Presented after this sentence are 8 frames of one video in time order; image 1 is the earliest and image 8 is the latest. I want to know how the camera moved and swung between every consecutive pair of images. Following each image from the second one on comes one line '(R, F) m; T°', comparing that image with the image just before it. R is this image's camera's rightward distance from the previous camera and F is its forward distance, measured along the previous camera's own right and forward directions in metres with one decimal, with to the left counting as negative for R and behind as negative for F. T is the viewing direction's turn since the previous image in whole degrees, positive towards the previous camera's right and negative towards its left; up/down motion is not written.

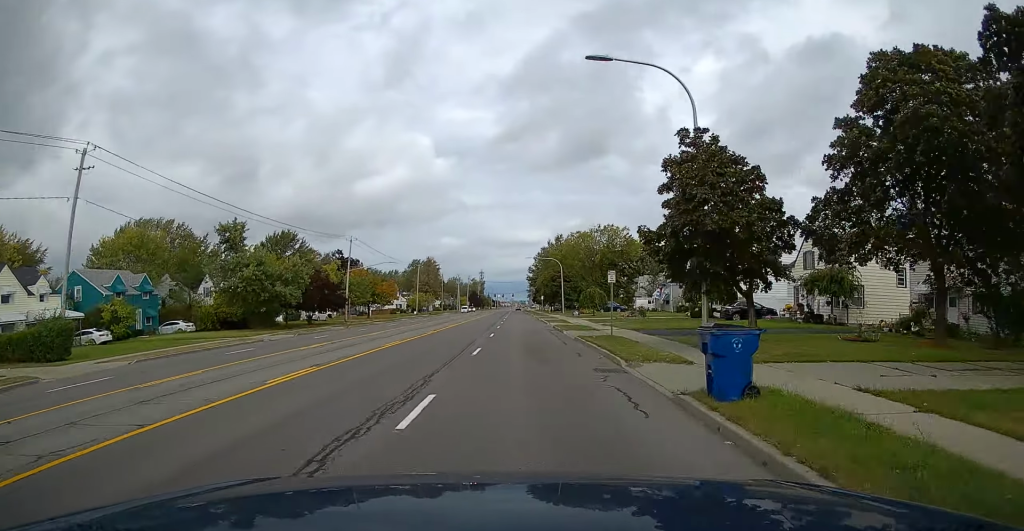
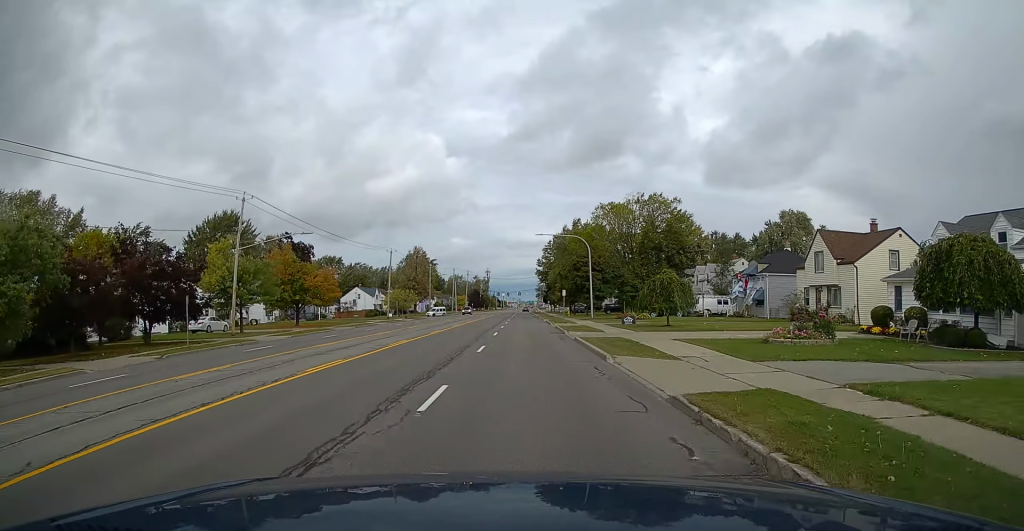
(-0.3, +35.0) m; -1°
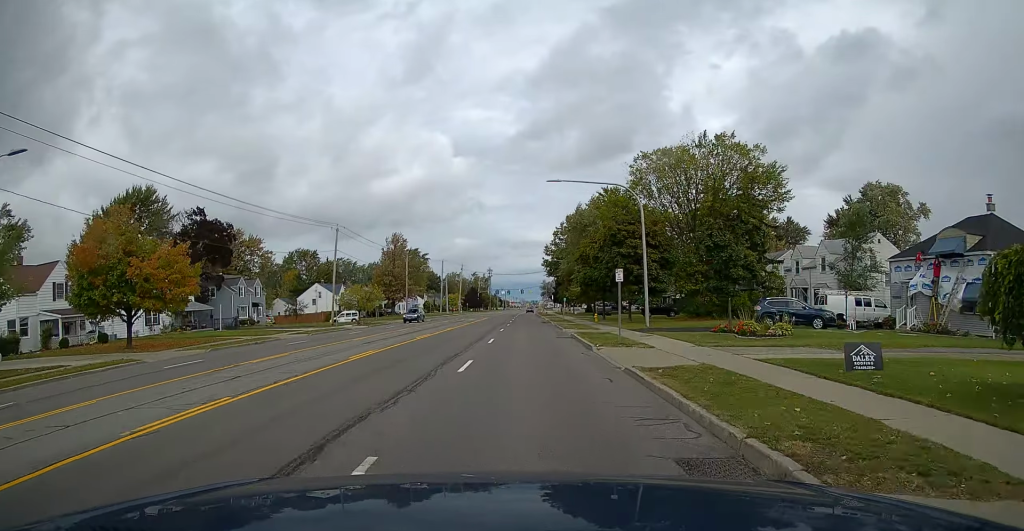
(+0.1, +31.5) m; 0°
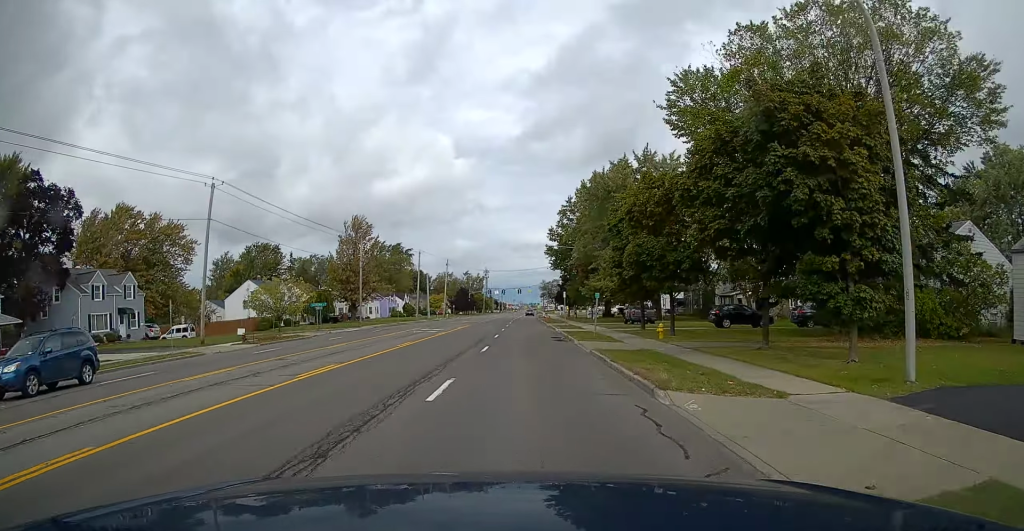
(-0.1, +30.2) m; 0°
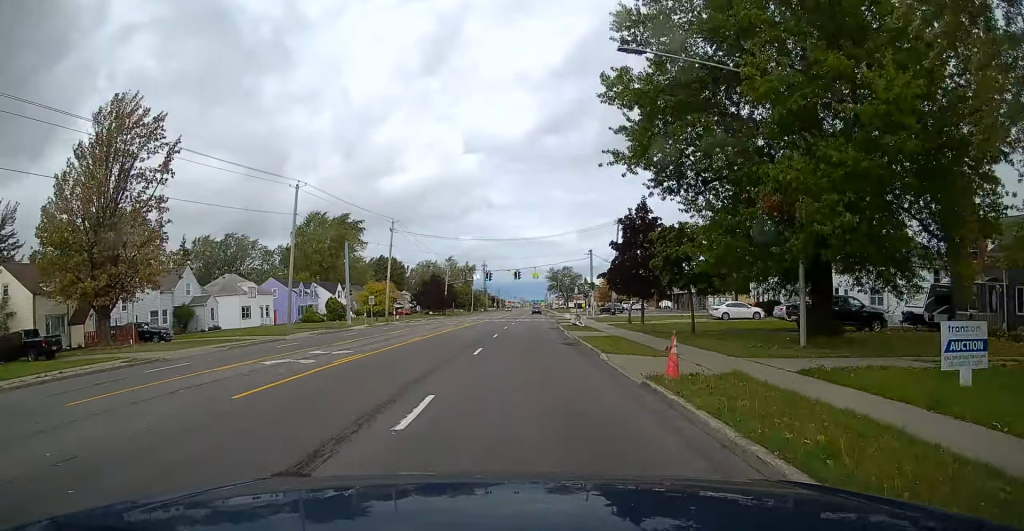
(-0.2, +63.8) m; +1°
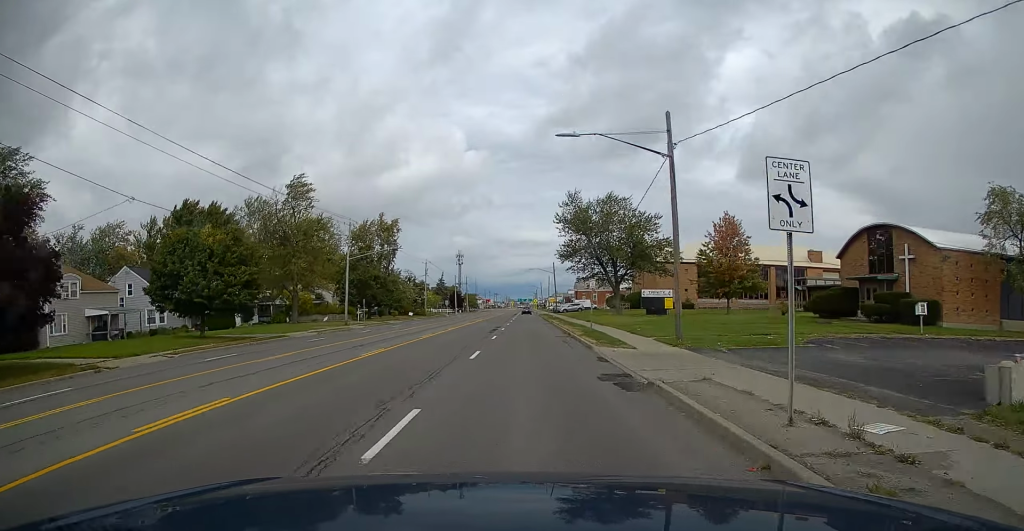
(+1.9, +125.4) m; +1°
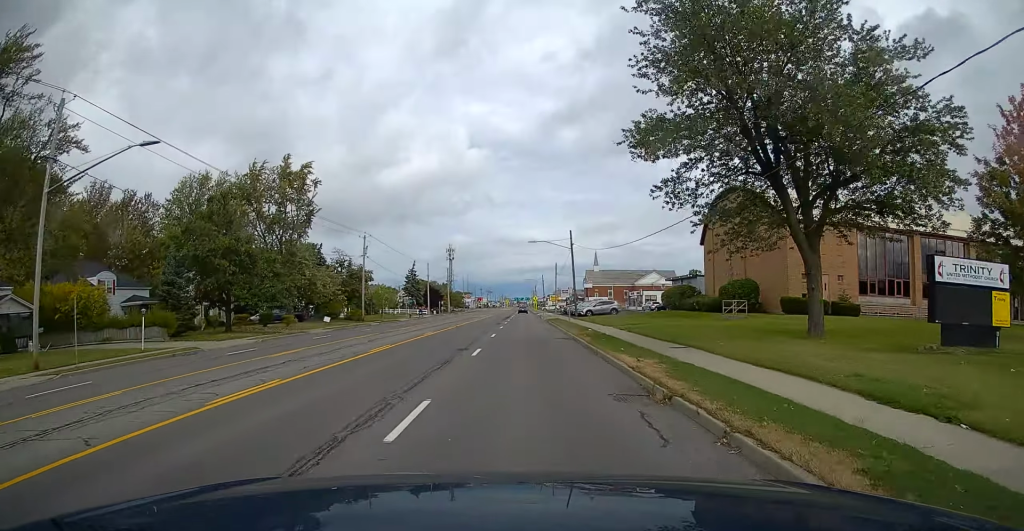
(+0.1, +46.7) m; 0°
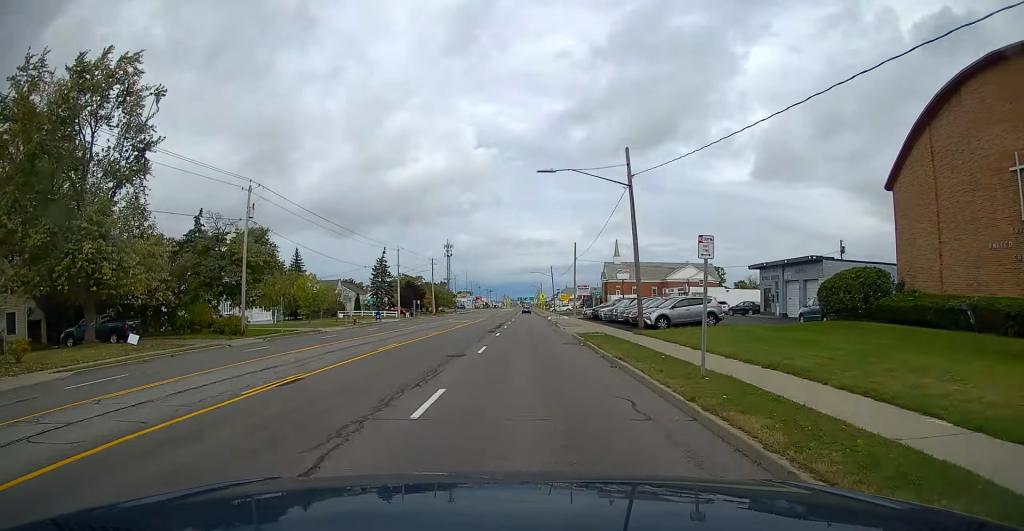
(+0.1, +35.6) m; 0°
